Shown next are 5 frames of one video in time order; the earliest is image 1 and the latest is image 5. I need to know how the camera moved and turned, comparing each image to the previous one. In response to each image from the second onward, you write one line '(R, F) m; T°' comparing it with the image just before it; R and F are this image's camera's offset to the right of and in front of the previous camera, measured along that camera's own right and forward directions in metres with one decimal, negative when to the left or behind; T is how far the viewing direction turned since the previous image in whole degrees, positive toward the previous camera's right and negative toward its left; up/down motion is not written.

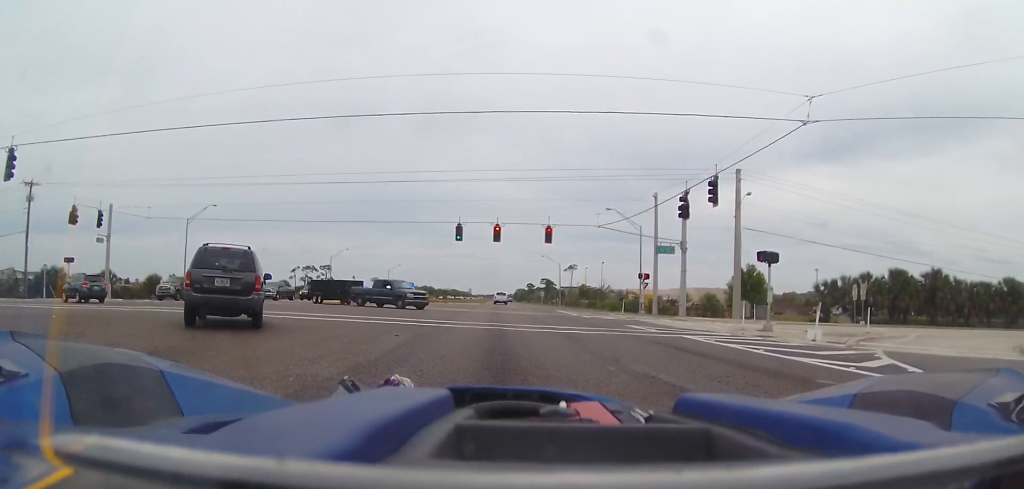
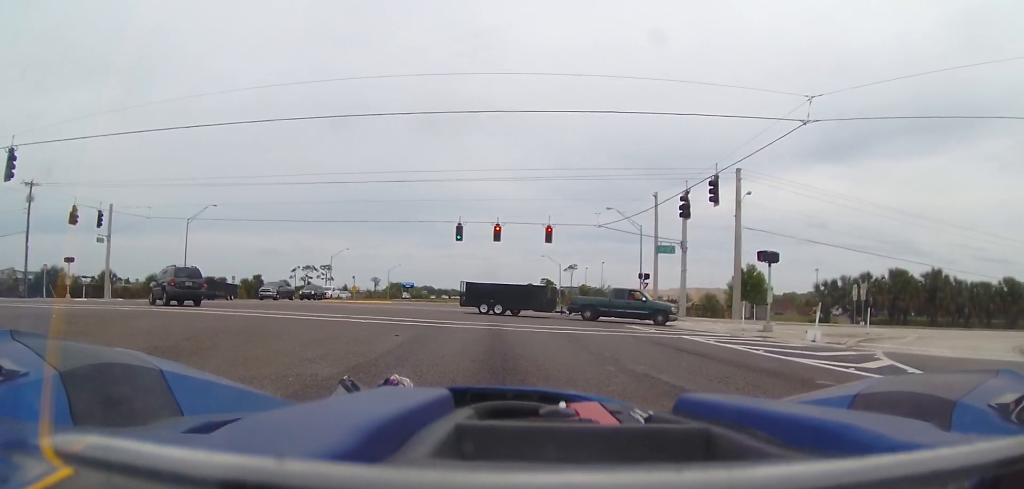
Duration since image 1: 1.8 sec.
(0.0, 0.0) m; 0°
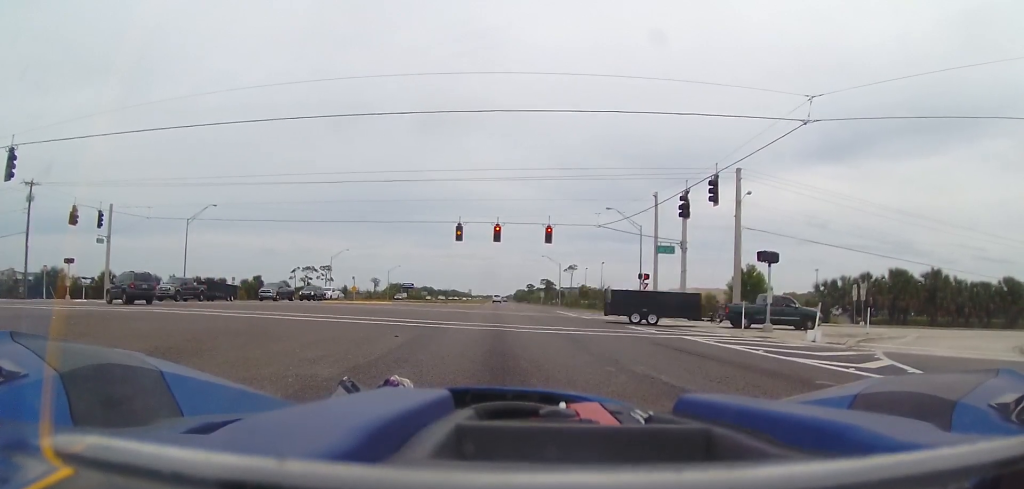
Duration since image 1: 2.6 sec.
(0.0, 0.0) m; 0°
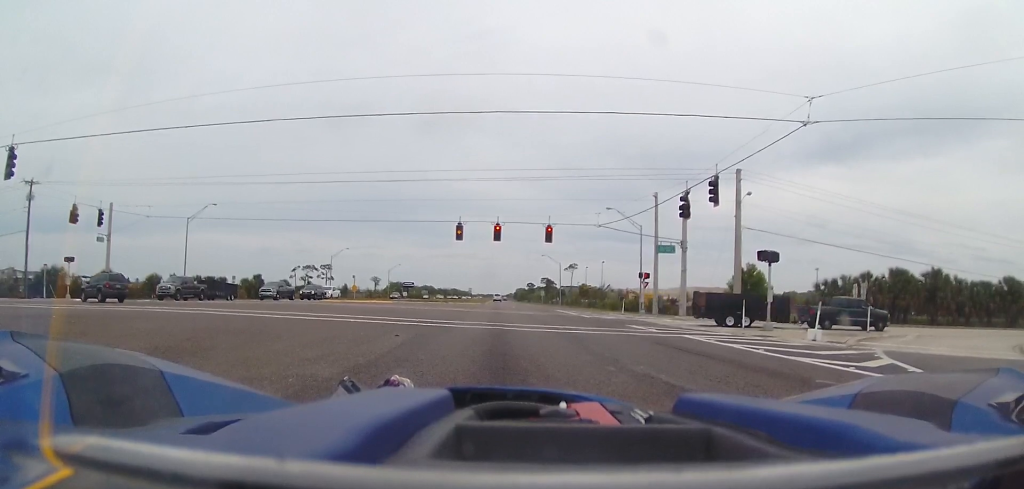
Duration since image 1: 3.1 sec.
(0.0, 0.0) m; 0°
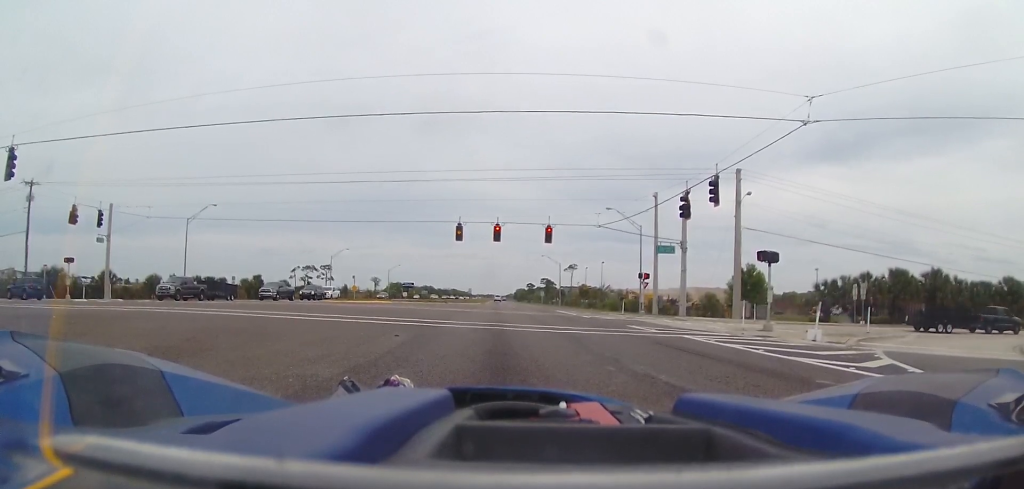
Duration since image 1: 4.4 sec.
(0.0, 0.0) m; 0°
